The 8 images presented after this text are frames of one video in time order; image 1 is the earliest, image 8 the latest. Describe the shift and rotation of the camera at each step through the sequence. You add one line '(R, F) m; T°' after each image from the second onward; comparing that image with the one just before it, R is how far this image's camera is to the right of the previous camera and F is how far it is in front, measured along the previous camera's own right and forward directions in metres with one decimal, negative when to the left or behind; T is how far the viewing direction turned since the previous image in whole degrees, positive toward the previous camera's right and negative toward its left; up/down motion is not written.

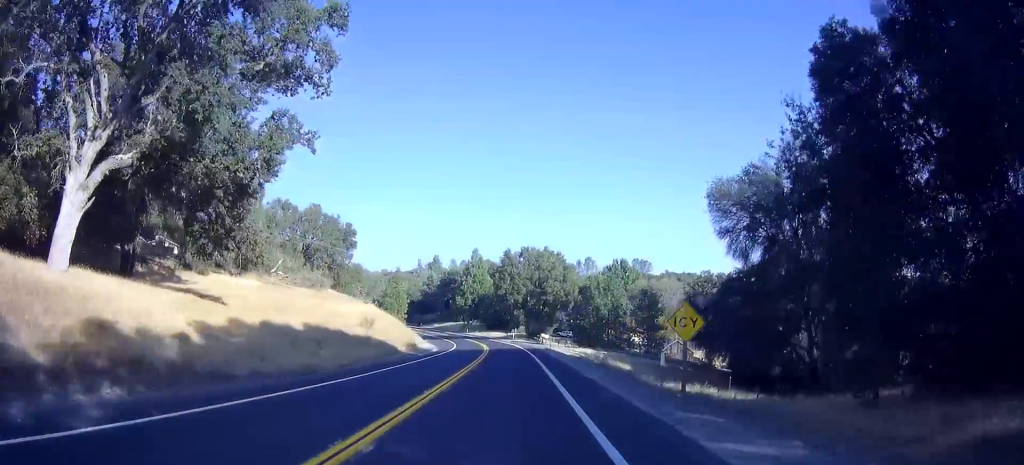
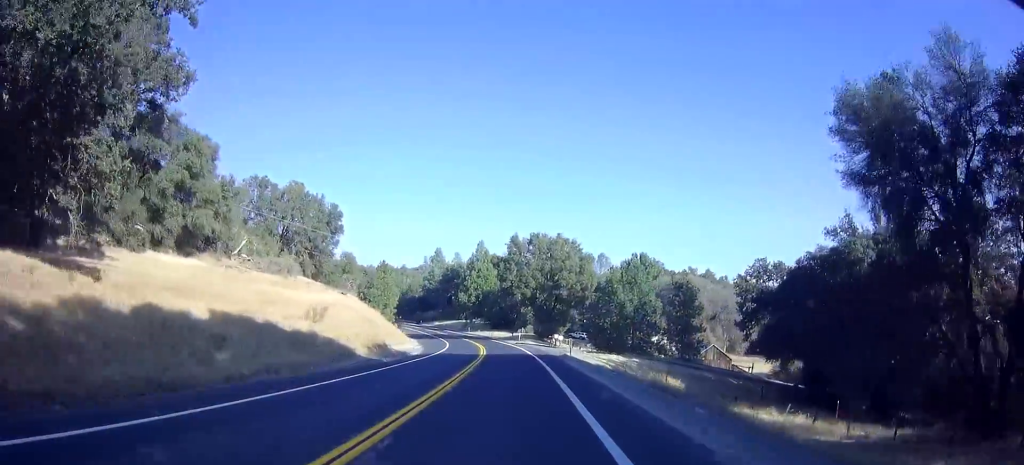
(+0.1, +13.7) m; -1°
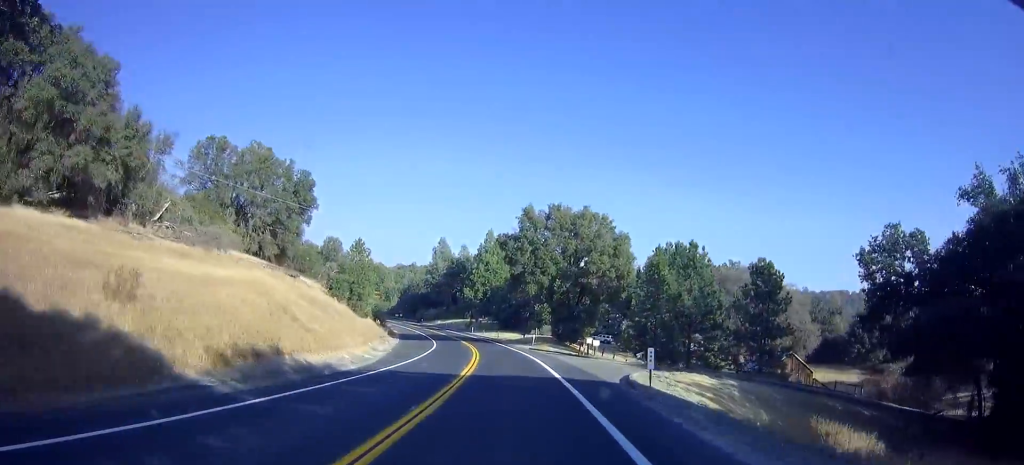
(-0.5, +19.3) m; -2°
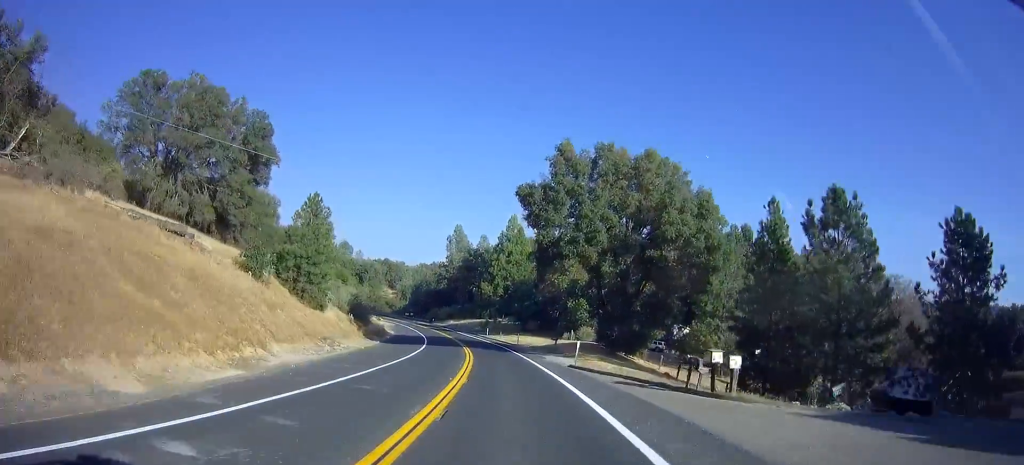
(-0.4, +22.0) m; -3°
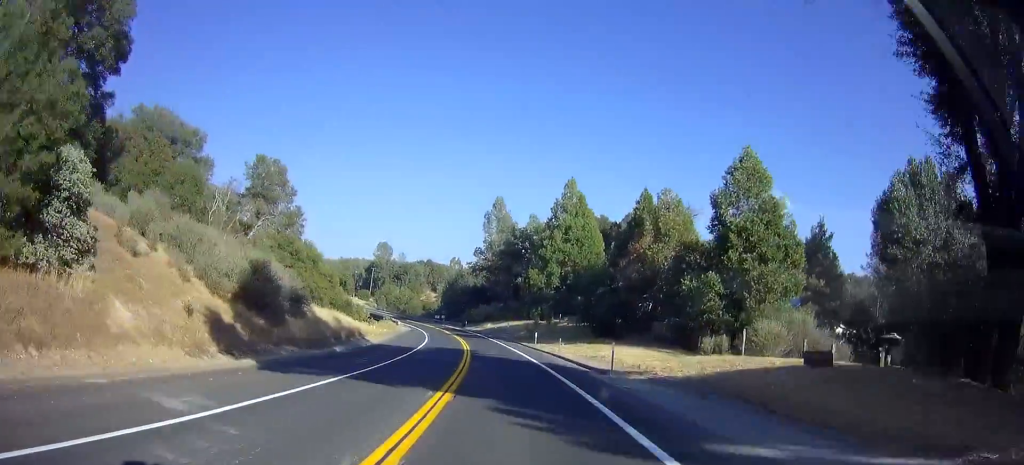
(-1.6, +34.7) m; -5°
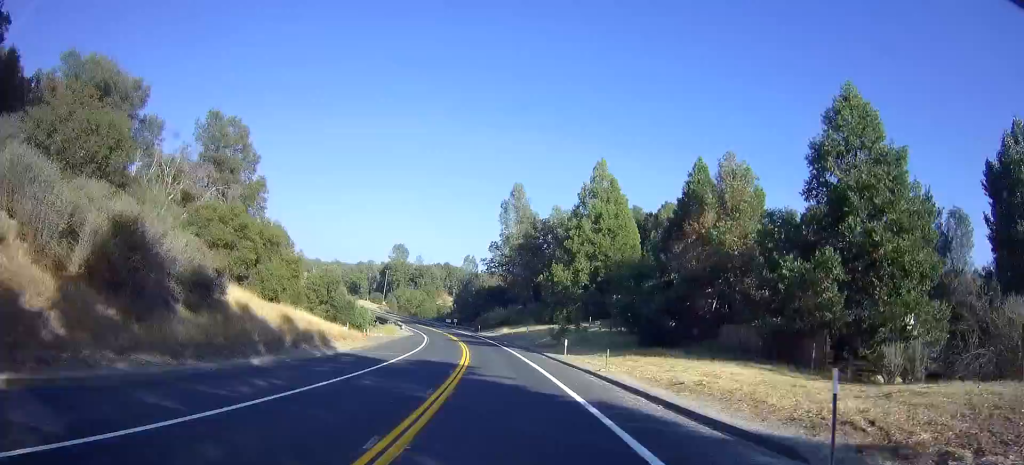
(-0.2, +13.7) m; -2°
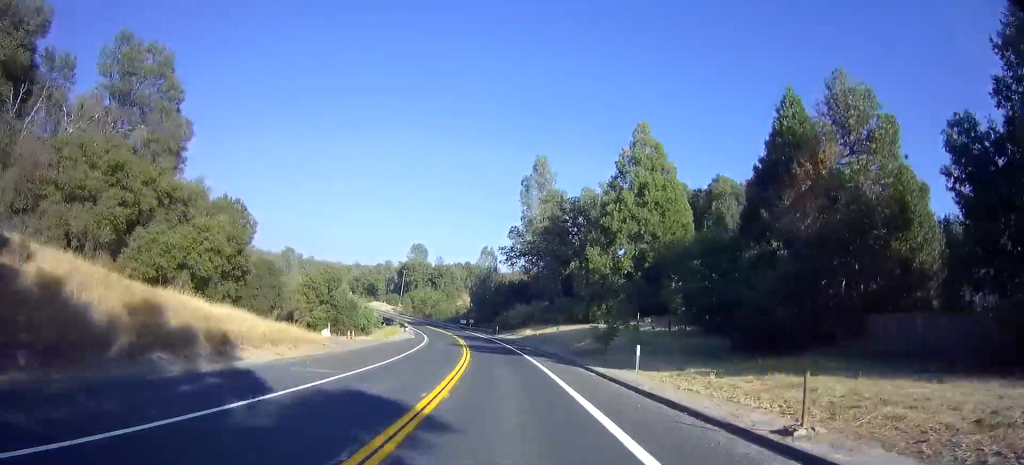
(-0.1, +15.5) m; -2°
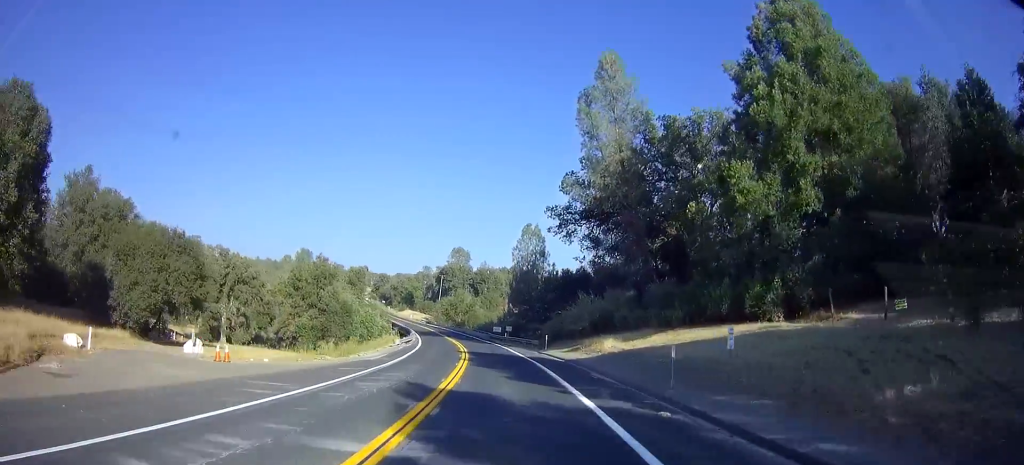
(-1.4, +32.0) m; -7°
